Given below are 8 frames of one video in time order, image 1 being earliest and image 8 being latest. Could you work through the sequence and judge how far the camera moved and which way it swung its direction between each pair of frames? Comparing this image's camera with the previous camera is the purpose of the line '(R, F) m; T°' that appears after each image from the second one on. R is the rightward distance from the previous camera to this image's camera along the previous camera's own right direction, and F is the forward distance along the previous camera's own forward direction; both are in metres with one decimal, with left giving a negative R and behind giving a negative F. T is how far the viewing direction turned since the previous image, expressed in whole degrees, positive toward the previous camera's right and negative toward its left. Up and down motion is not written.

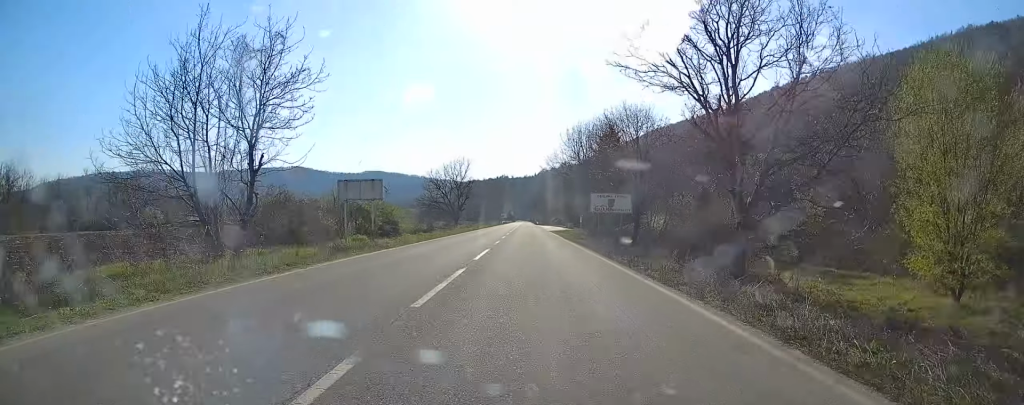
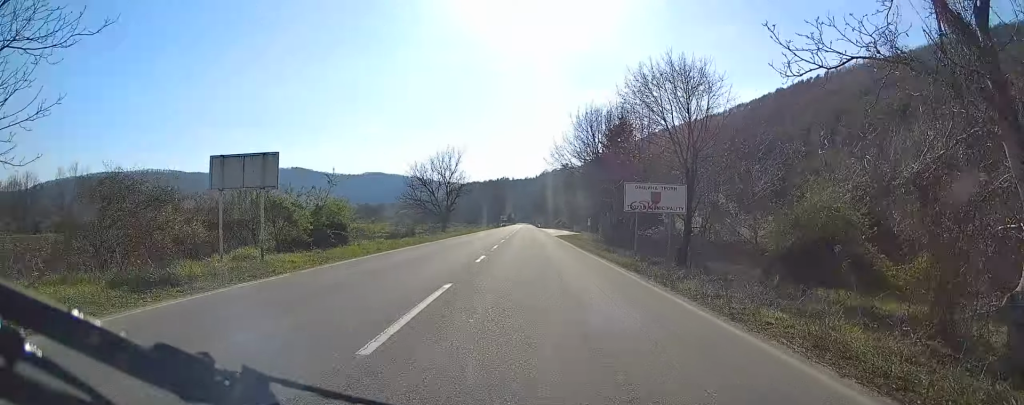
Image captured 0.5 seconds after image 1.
(-0.2, +11.9) m; 0°
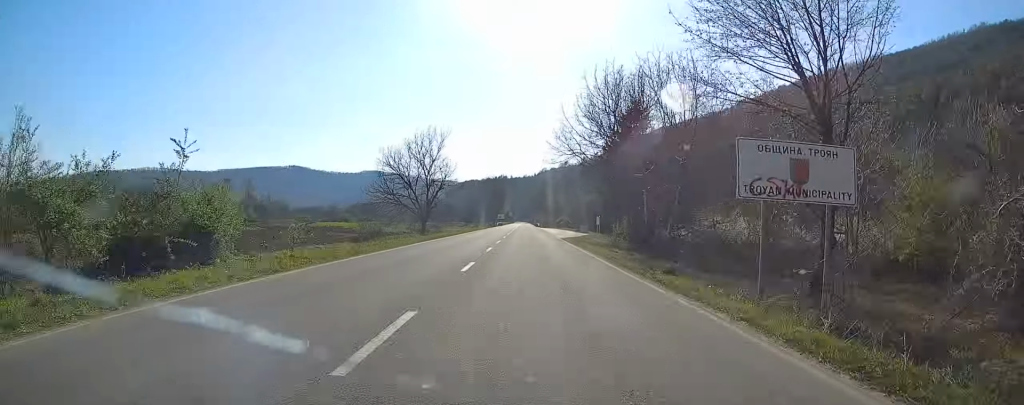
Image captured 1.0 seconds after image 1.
(+0.2, +12.6) m; 0°
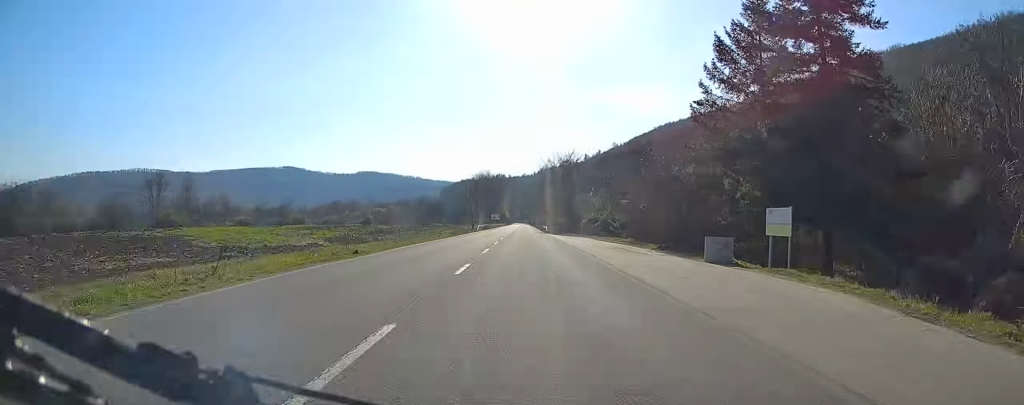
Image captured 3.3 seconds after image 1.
(-0.6, +54.1) m; -2°
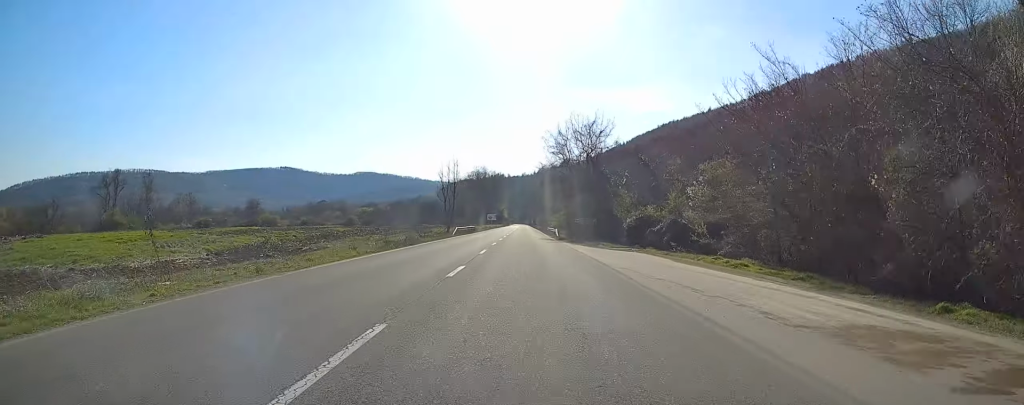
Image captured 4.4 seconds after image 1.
(-0.3, +26.8) m; 0°
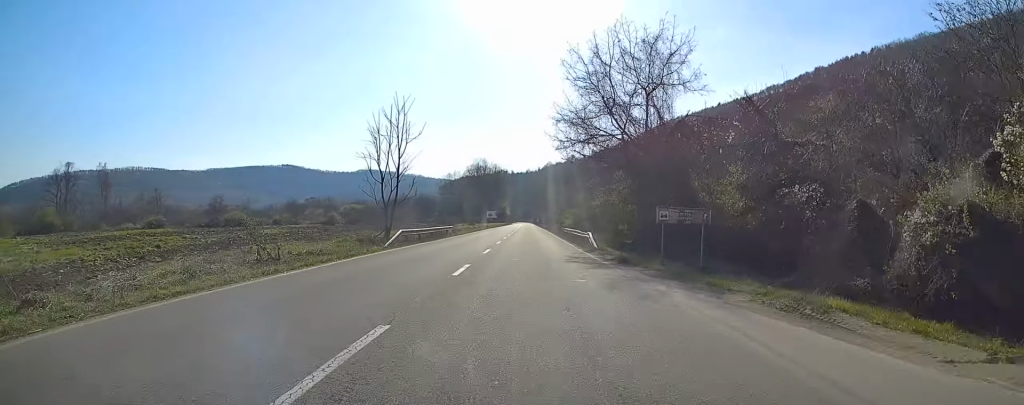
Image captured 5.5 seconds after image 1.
(+0.4, +27.1) m; +1°
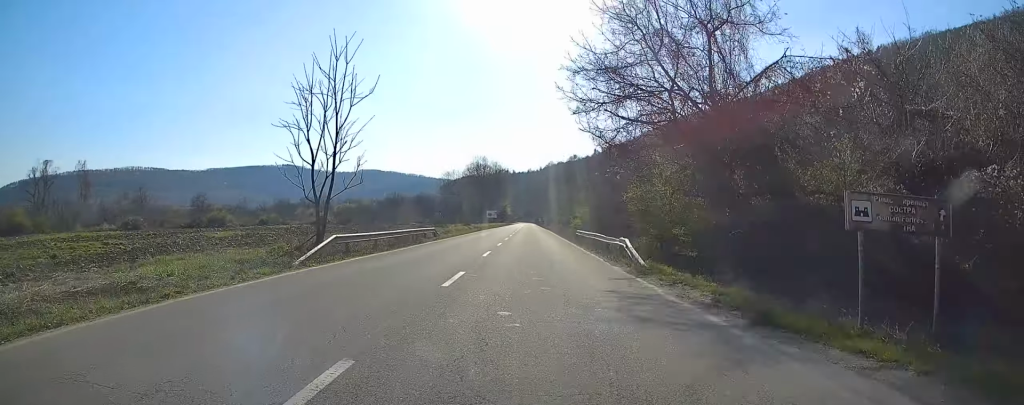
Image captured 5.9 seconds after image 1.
(0.0, +10.7) m; 0°
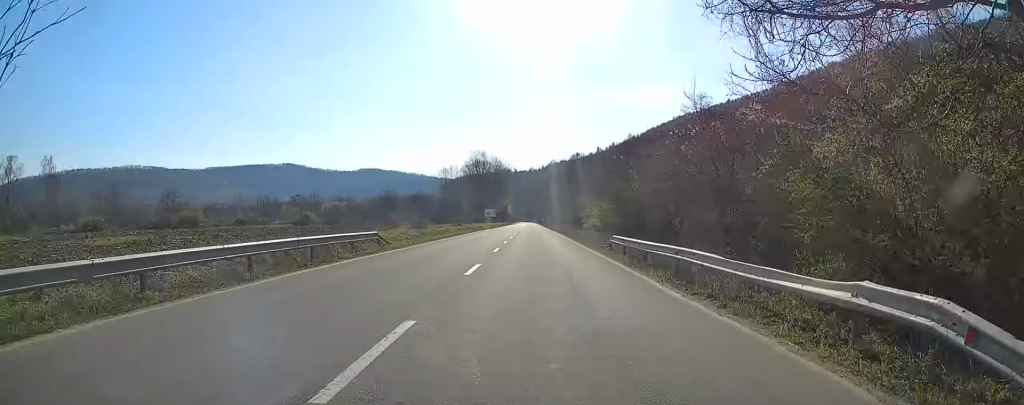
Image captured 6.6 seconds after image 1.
(0.0, +15.7) m; 0°
